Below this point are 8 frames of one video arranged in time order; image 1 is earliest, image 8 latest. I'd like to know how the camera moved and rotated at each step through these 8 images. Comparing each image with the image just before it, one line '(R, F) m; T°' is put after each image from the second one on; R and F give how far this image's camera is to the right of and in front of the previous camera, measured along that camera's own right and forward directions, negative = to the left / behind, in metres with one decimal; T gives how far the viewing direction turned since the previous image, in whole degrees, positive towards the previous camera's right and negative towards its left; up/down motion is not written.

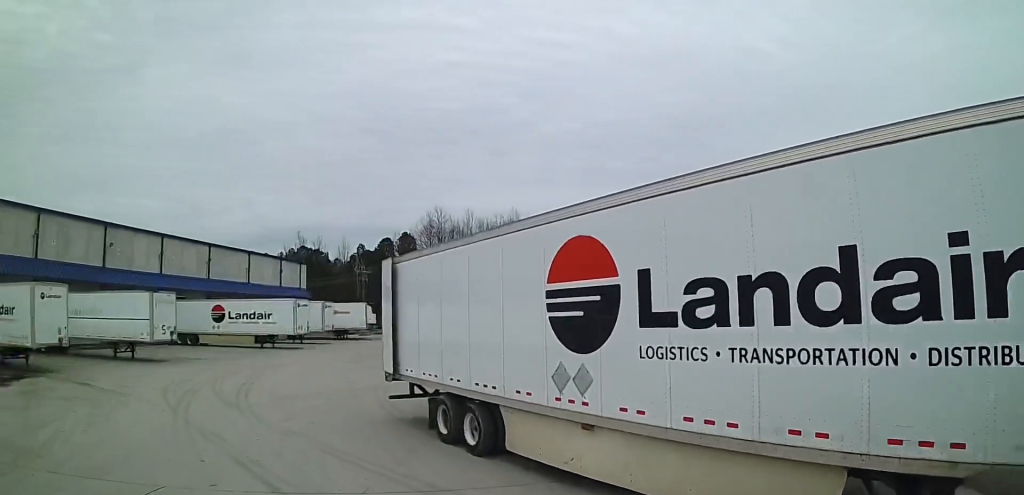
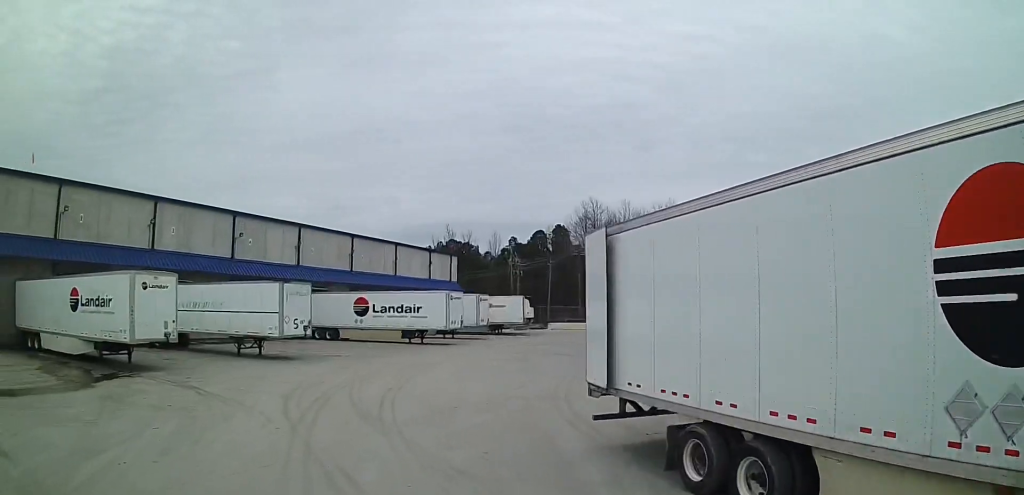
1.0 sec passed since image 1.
(-0.4, +4.1) m; -14°
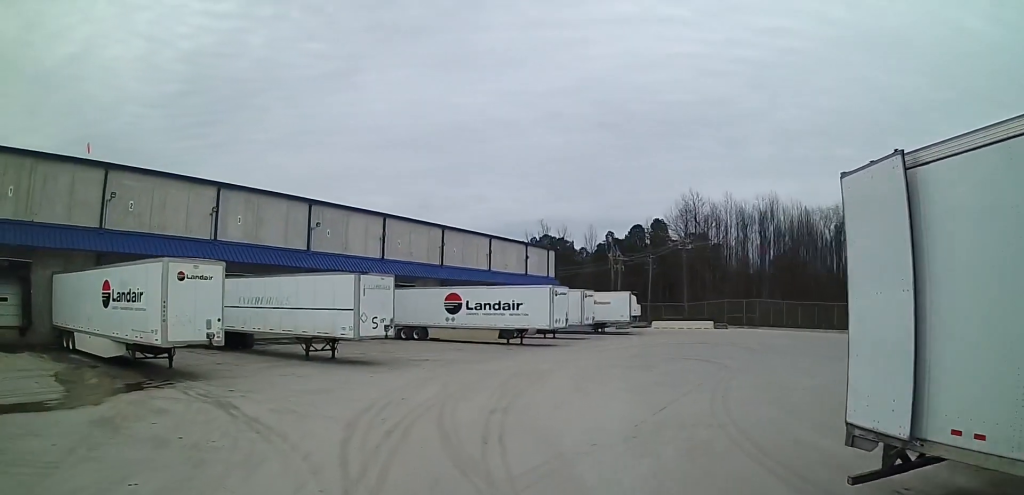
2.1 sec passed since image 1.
(-0.9, +5.0) m; -16°
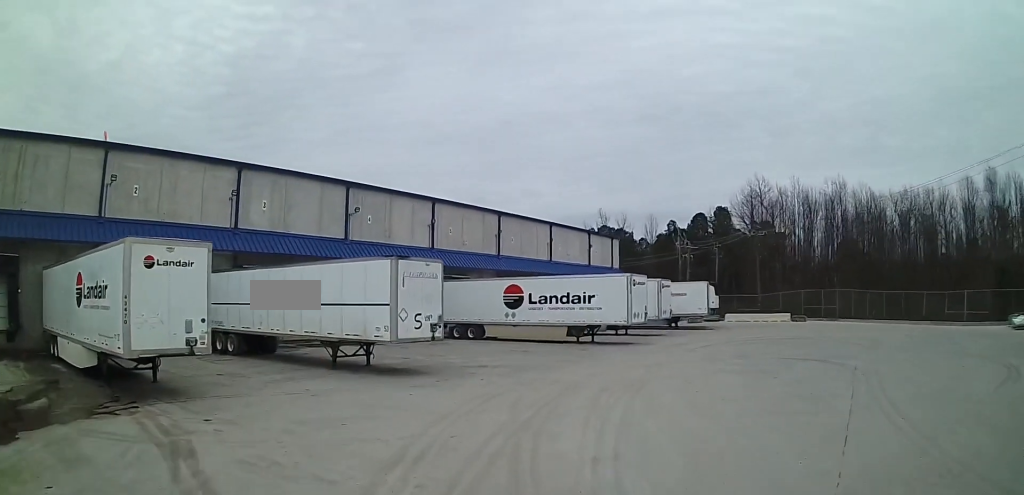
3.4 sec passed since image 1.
(-0.4, +5.4) m; +1°
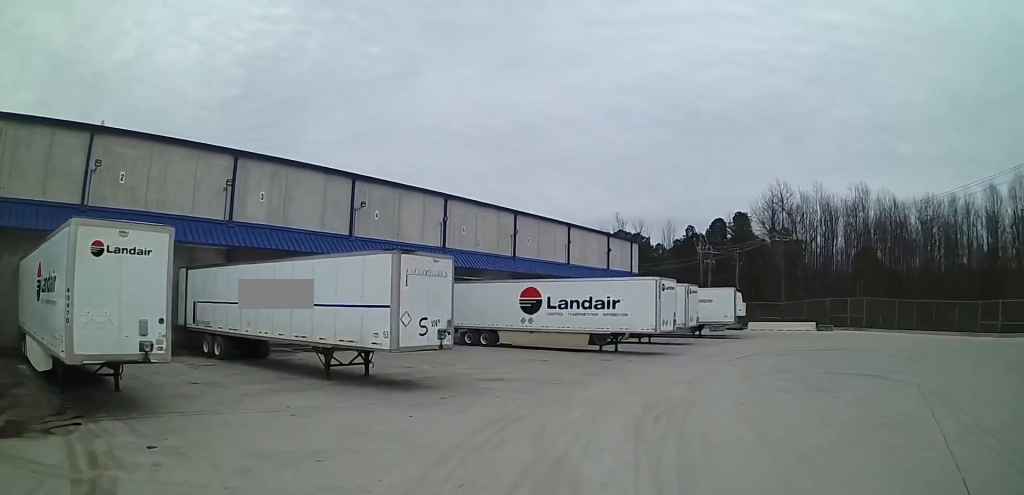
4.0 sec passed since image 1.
(+0.2, +3.1) m; -1°
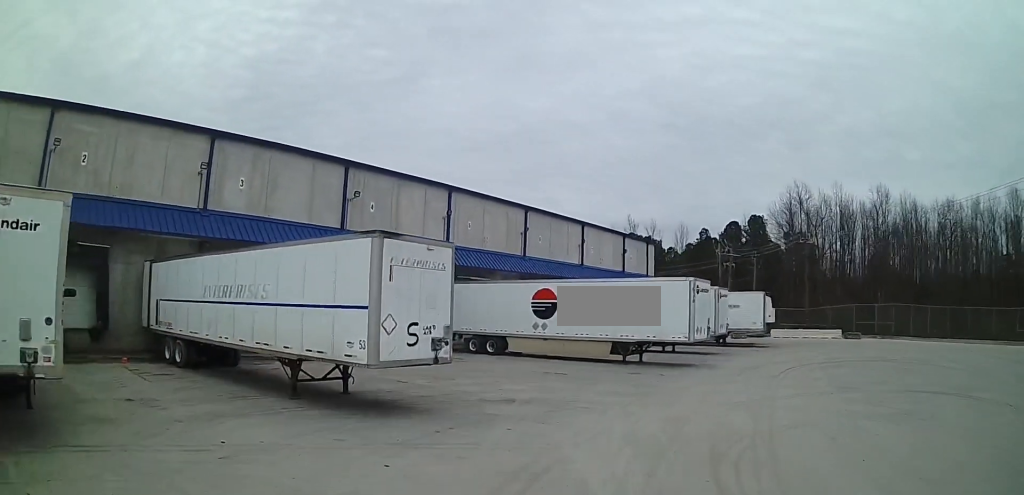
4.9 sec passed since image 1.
(0.0, +3.9) m; -2°
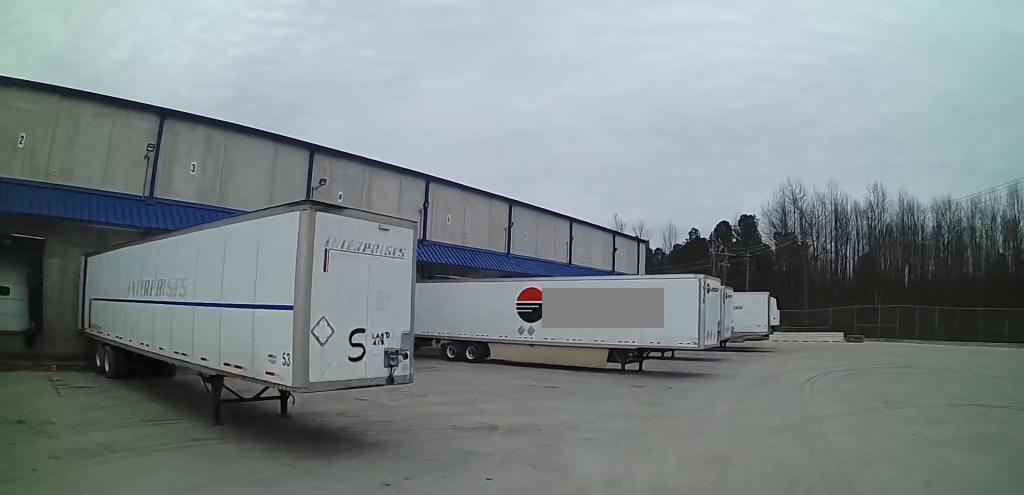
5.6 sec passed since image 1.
(-0.4, +3.7) m; +1°
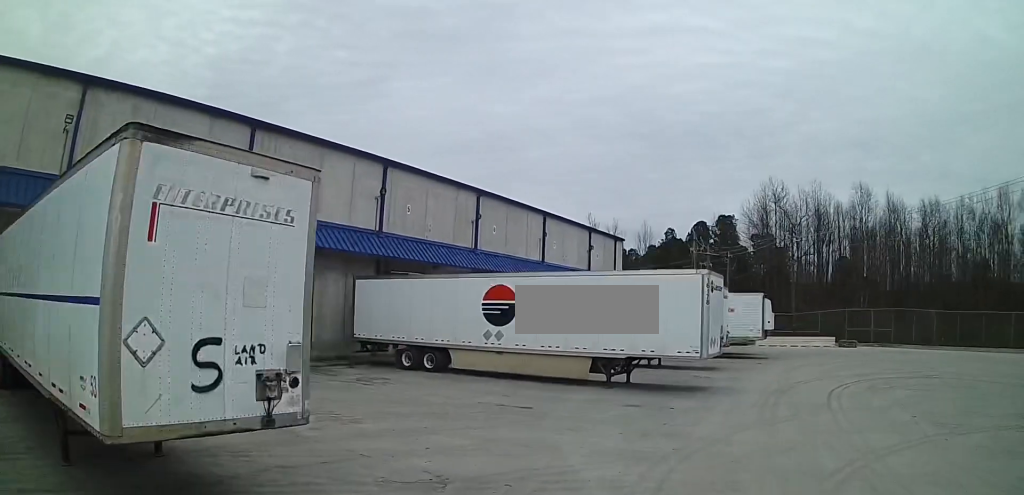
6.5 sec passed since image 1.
(+0.5, +4.3) m; +7°
